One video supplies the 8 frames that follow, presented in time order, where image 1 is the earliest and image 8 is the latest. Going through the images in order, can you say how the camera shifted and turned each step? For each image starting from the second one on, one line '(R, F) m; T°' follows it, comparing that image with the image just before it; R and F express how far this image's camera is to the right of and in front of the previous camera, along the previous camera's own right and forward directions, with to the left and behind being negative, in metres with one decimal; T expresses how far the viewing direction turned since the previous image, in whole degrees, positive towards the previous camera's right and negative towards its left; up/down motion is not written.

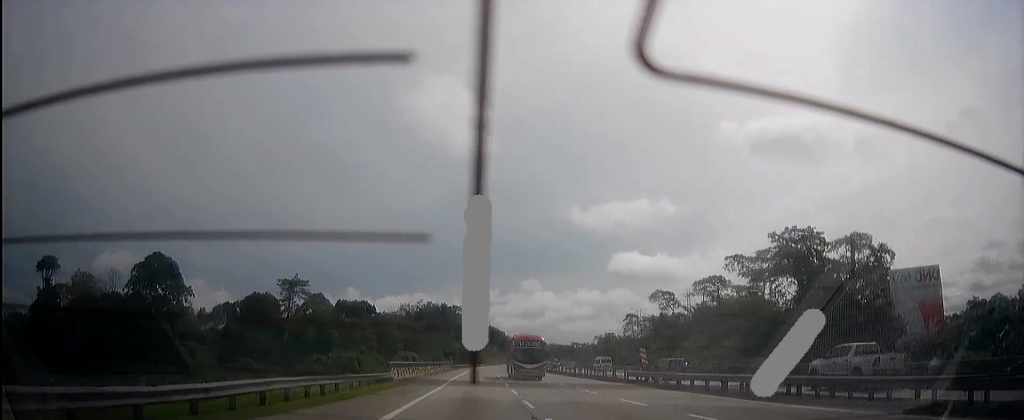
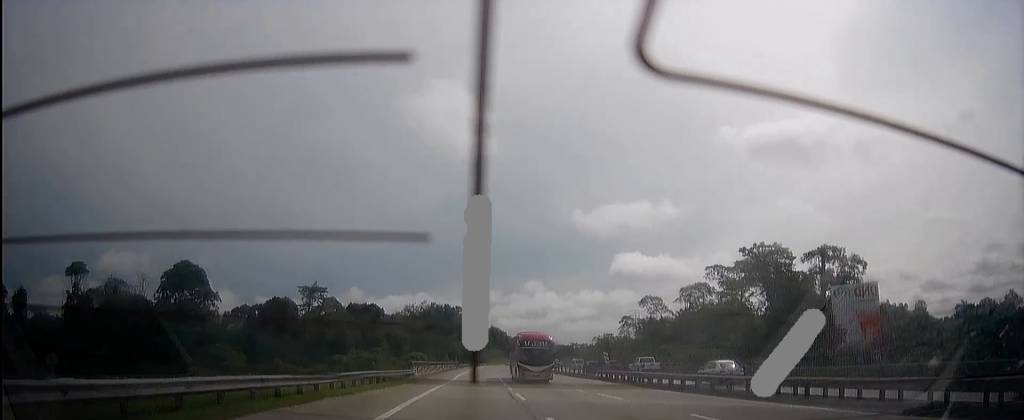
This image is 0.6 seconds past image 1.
(+0.1, +12.5) m; 0°
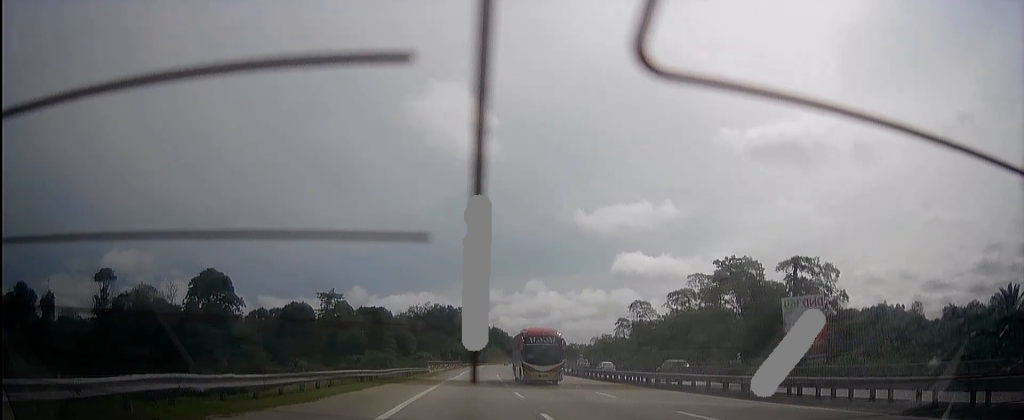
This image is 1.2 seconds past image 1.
(0.0, +11.7) m; 0°
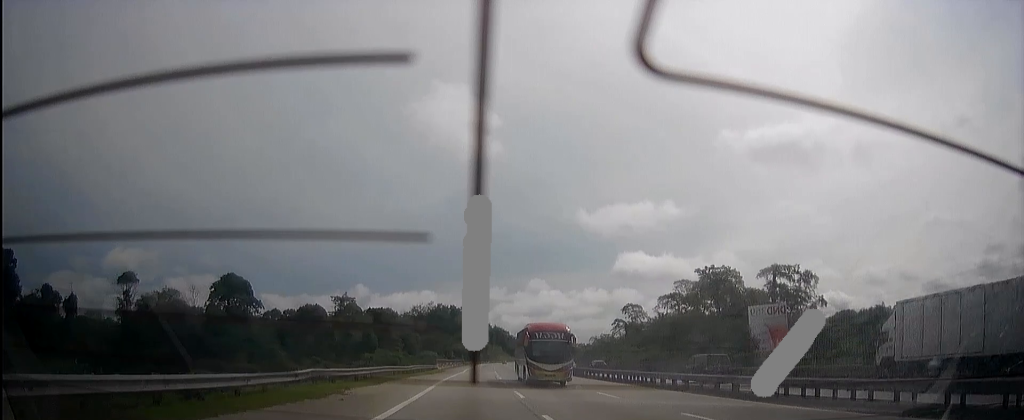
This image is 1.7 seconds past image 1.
(0.0, +11.1) m; 0°
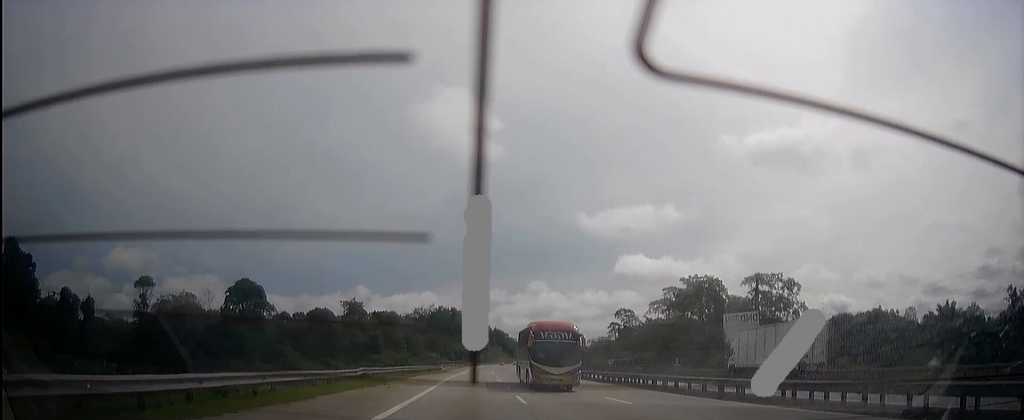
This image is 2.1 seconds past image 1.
(0.0, +9.4) m; 0°
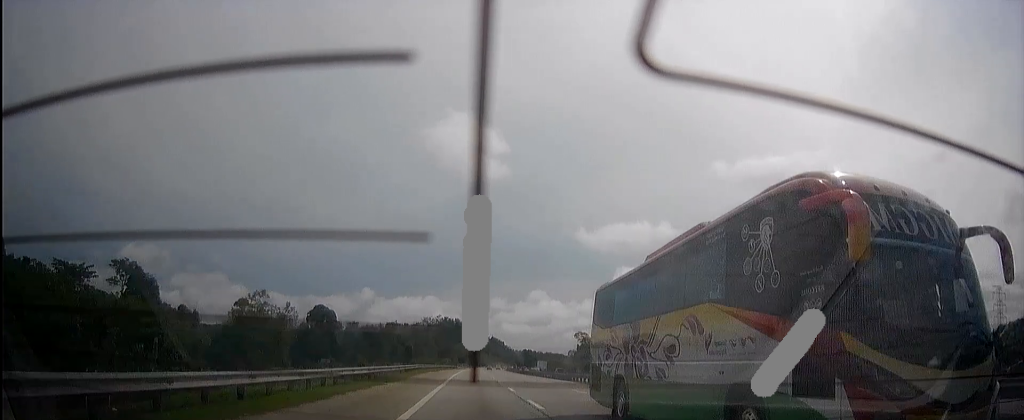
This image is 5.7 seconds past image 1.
(-0.3, +77.8) m; 0°
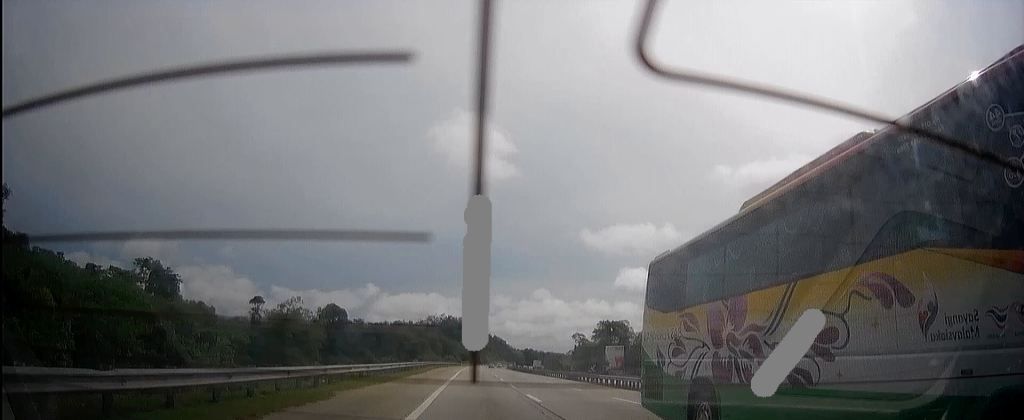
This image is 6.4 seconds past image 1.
(0.0, +15.2) m; 0°
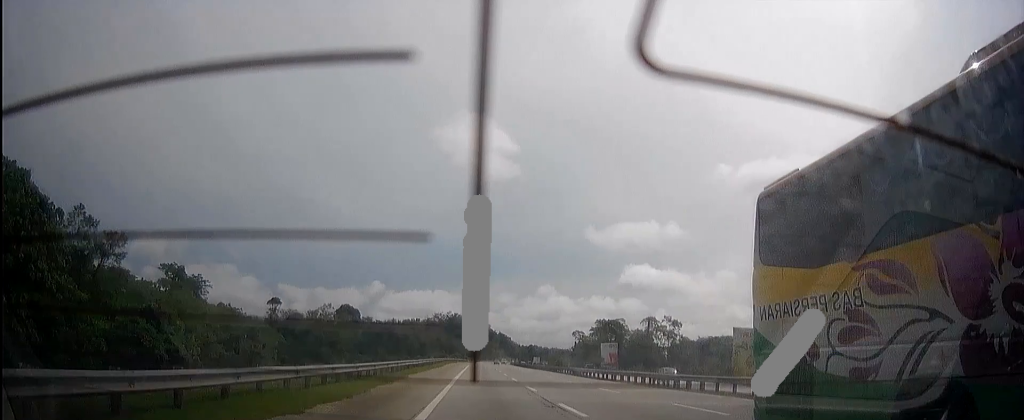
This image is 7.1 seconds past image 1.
(0.0, +16.1) m; +1°
